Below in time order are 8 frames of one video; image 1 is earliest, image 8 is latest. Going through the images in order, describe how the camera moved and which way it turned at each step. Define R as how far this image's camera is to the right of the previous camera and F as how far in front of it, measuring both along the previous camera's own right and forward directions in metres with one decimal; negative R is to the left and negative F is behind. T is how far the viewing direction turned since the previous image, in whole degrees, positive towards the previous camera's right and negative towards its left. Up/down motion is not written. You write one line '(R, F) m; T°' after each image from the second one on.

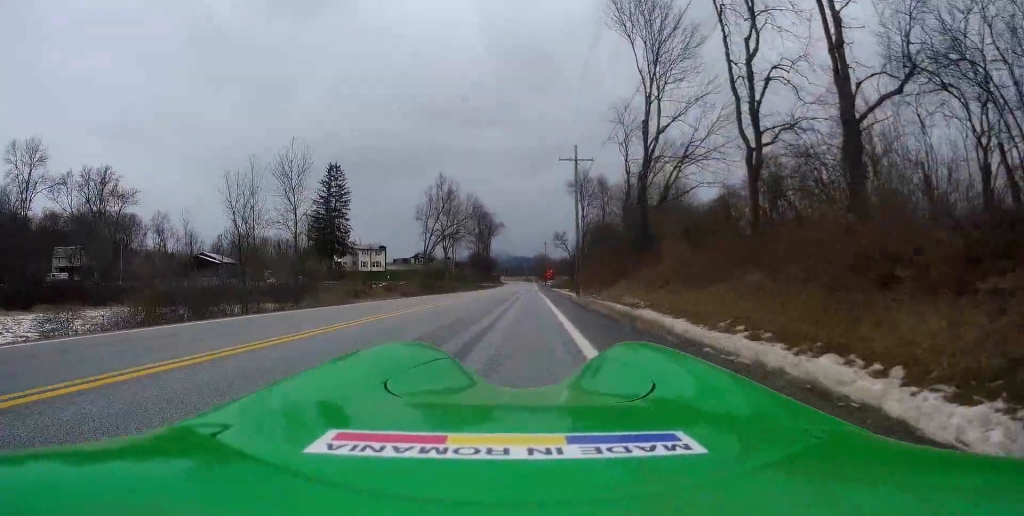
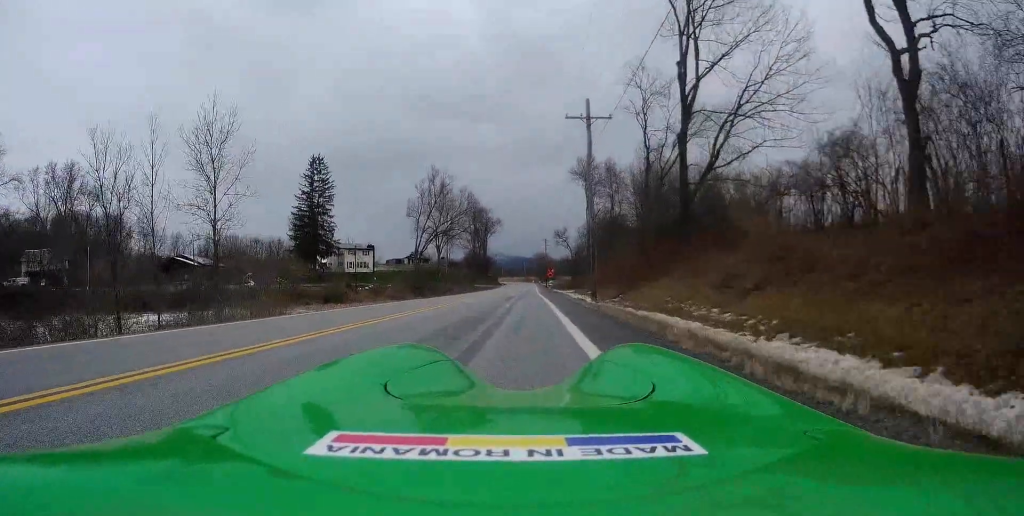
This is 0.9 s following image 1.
(0.0, +8.9) m; +1°
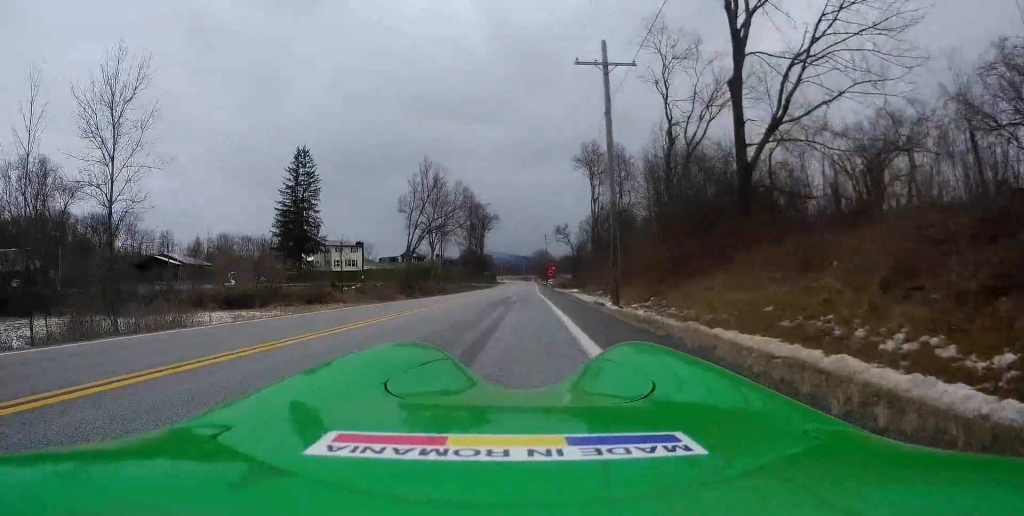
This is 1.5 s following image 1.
(+0.1, +6.8) m; +1°
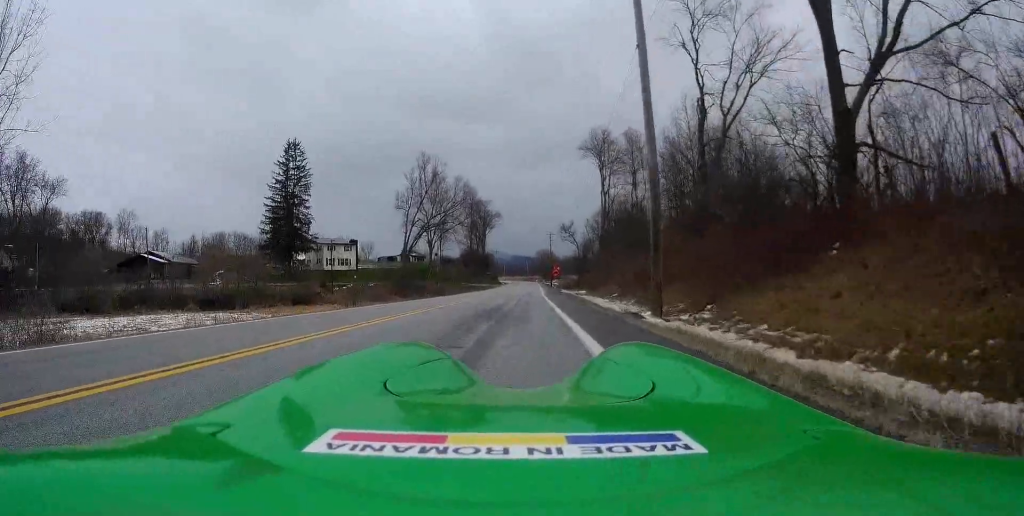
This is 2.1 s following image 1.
(0.0, +6.8) m; -1°
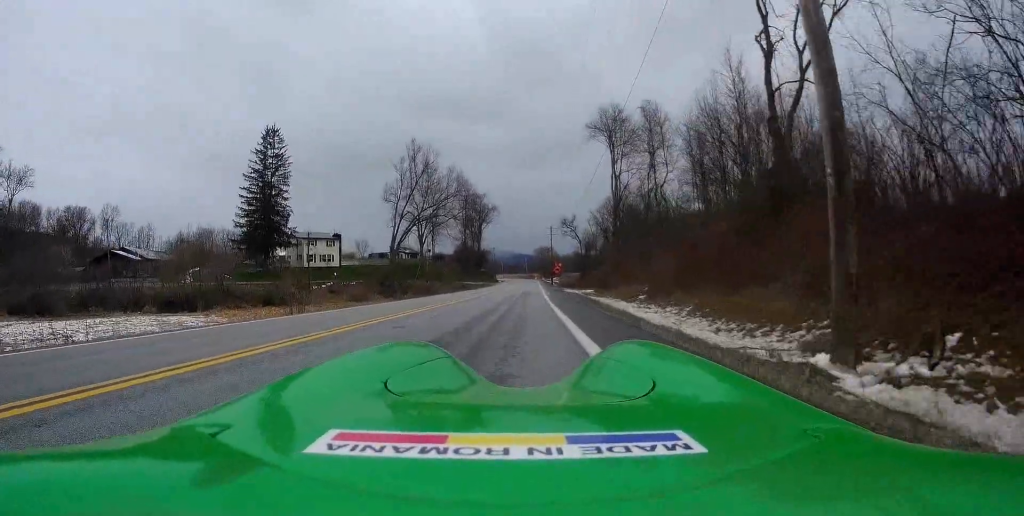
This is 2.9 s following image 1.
(-0.1, +9.7) m; -1°
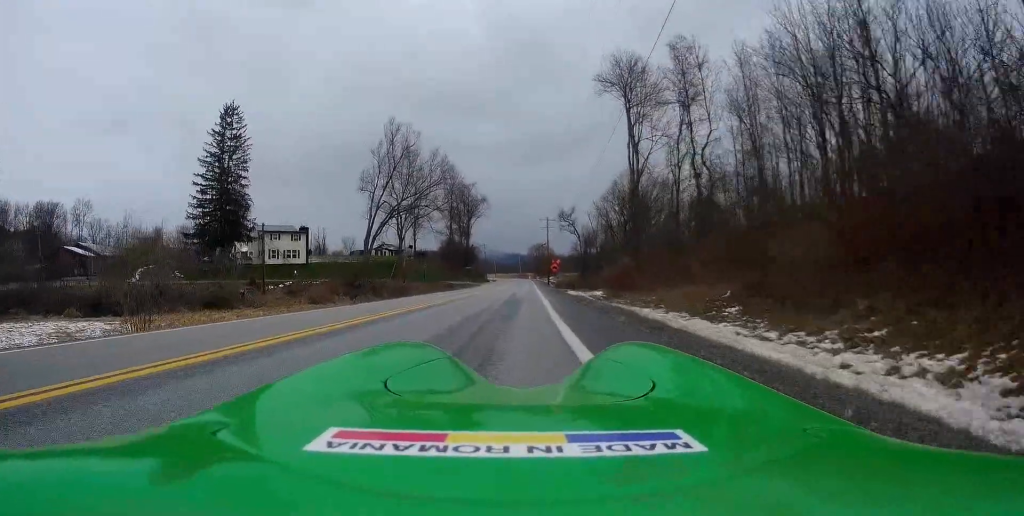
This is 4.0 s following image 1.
(-0.2, +13.5) m; +1°
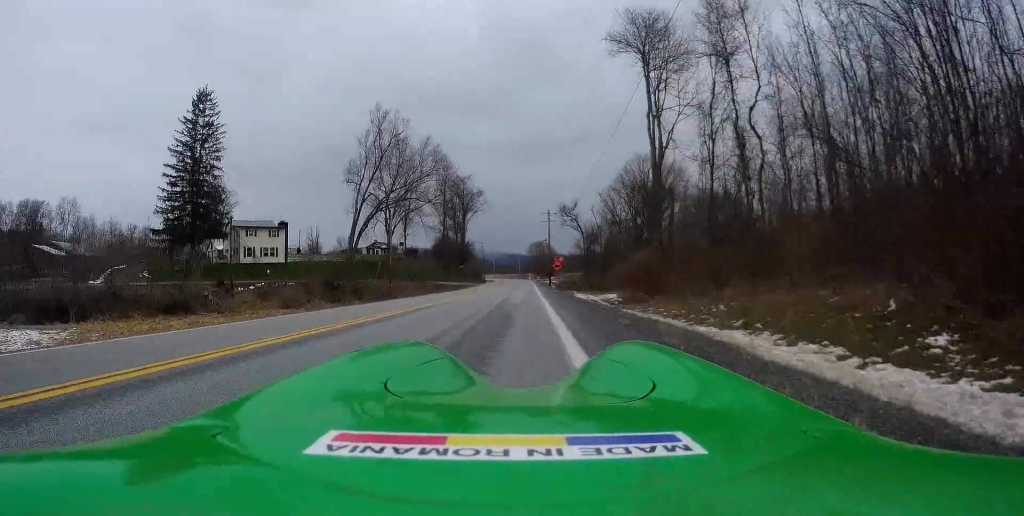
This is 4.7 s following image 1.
(+0.1, +7.7) m; +2°
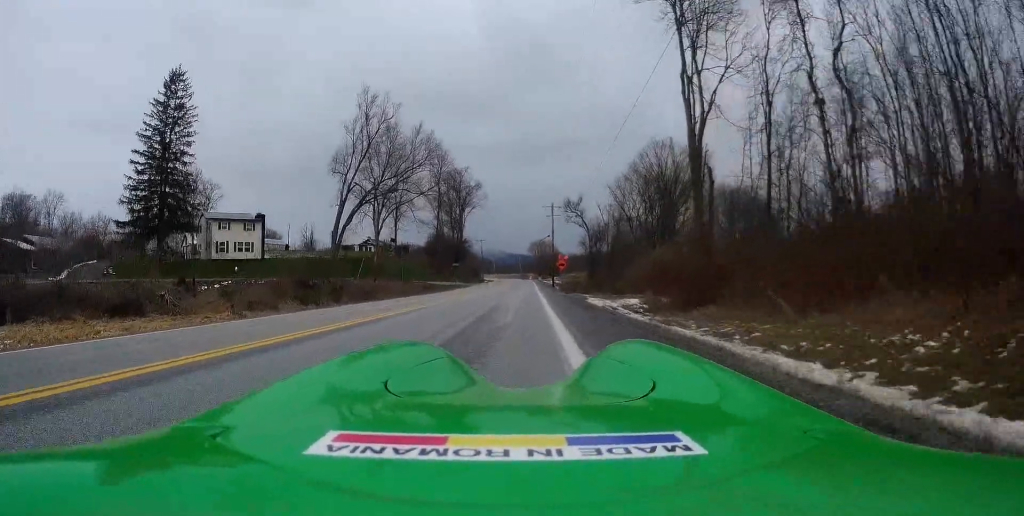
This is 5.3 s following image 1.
(+0.2, +7.7) m; -1°
